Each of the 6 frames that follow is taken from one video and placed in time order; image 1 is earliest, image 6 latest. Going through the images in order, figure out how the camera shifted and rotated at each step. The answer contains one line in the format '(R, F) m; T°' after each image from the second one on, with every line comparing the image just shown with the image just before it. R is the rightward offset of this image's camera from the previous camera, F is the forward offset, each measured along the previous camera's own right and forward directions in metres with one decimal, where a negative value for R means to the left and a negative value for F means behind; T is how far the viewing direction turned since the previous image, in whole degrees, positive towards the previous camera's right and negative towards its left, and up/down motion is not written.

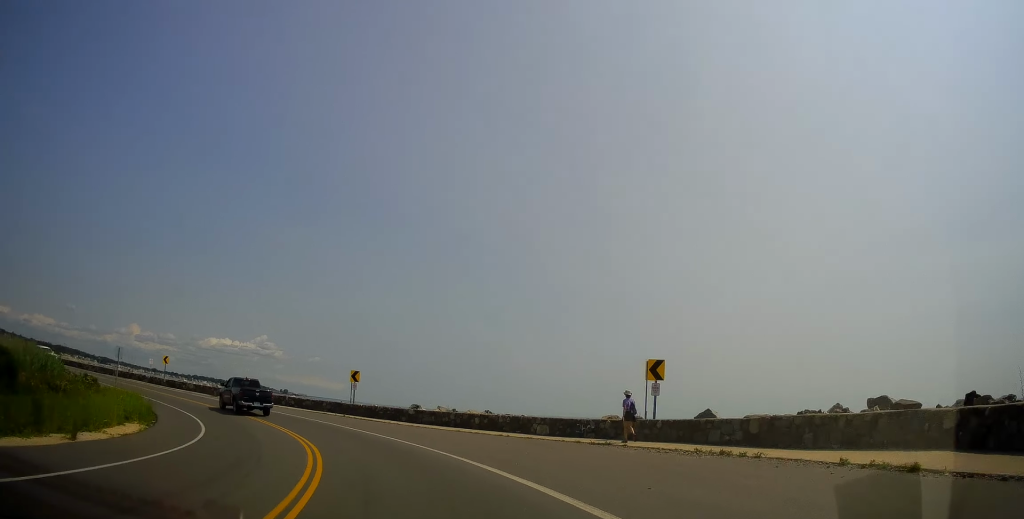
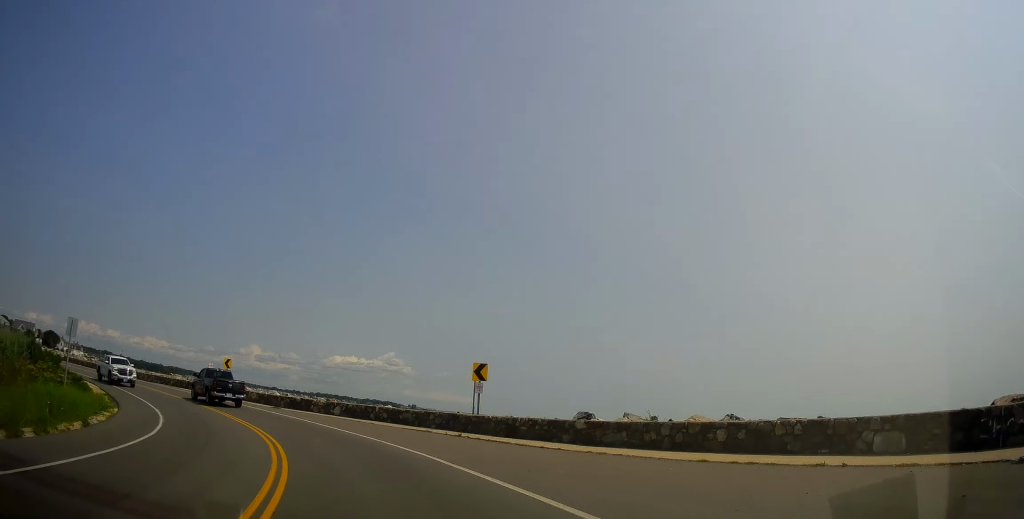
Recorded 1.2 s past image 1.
(-2.0, +14.4) m; -13°
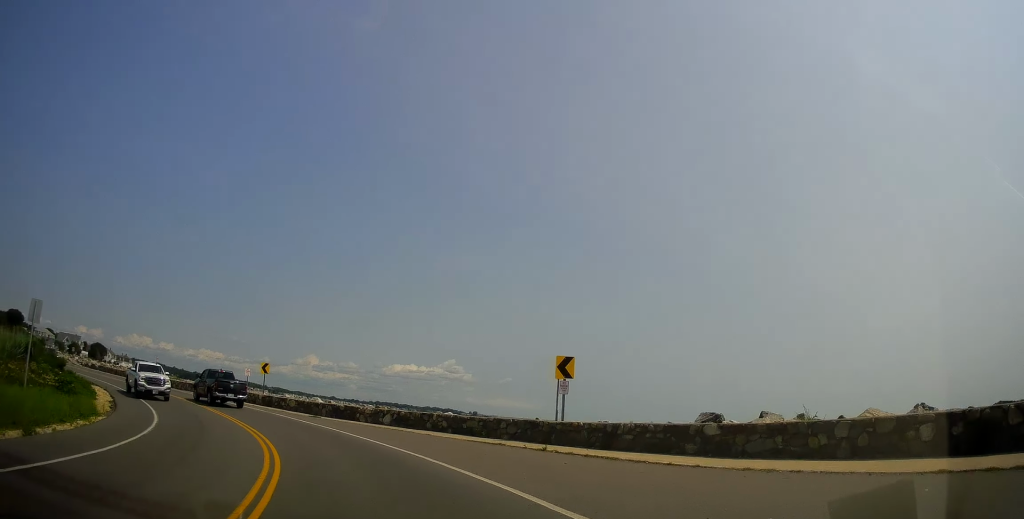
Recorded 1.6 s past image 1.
(-0.2, +5.3) m; -4°
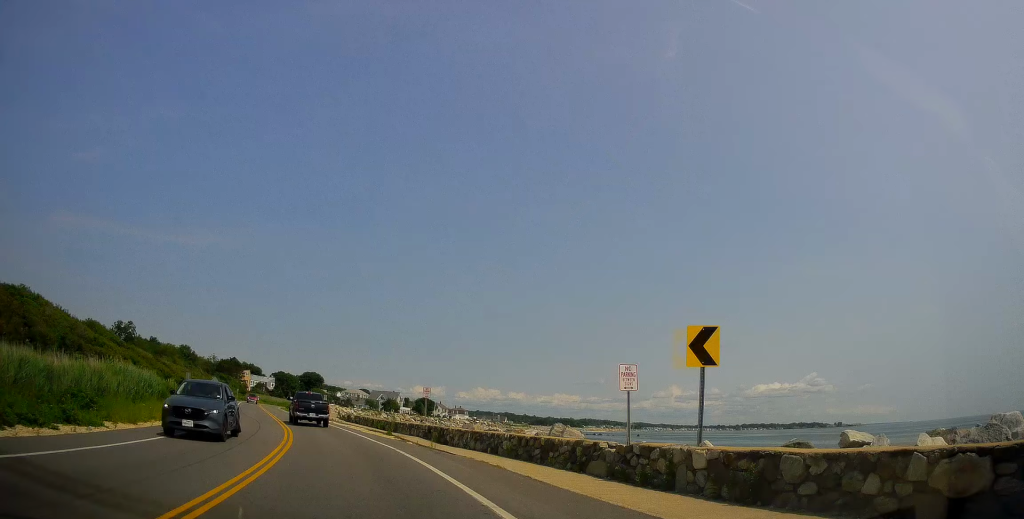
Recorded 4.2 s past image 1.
(-10.4, +27.4) m; -39°
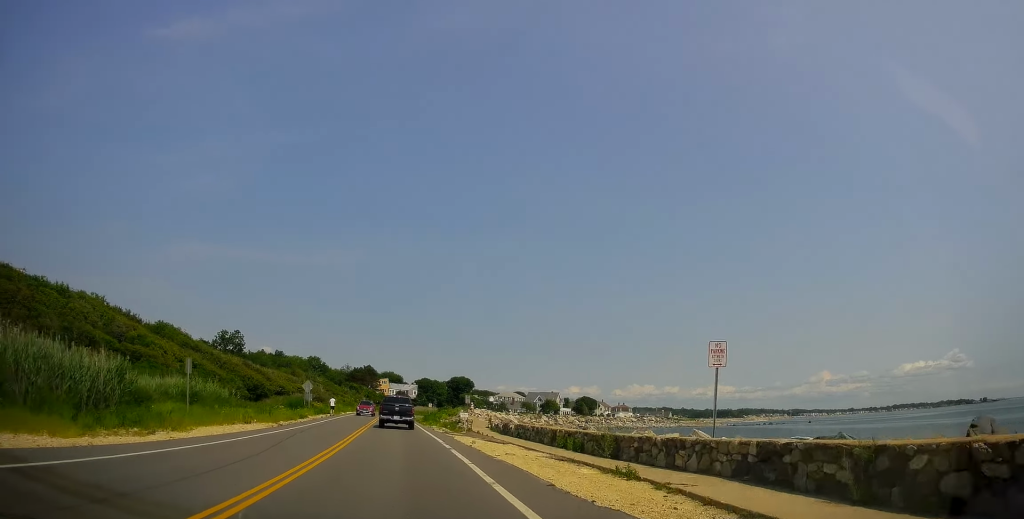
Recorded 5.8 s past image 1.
(-2.2, +22.7) m; -11°
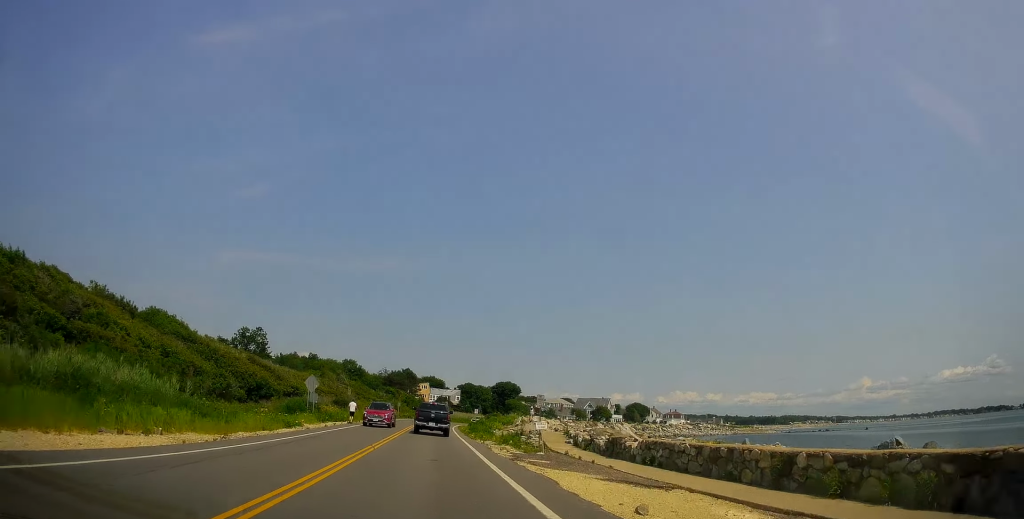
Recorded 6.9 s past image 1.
(-0.8, +15.1) m; -3°
